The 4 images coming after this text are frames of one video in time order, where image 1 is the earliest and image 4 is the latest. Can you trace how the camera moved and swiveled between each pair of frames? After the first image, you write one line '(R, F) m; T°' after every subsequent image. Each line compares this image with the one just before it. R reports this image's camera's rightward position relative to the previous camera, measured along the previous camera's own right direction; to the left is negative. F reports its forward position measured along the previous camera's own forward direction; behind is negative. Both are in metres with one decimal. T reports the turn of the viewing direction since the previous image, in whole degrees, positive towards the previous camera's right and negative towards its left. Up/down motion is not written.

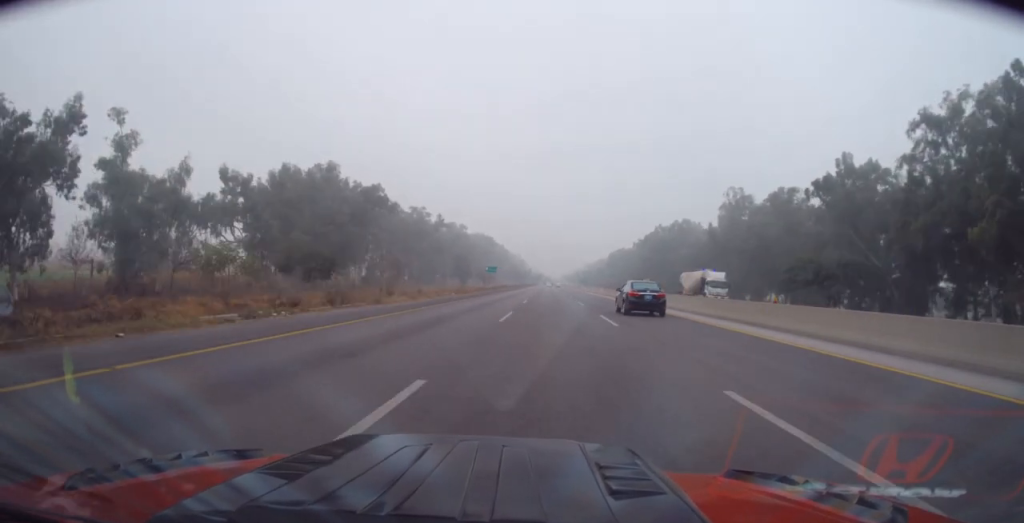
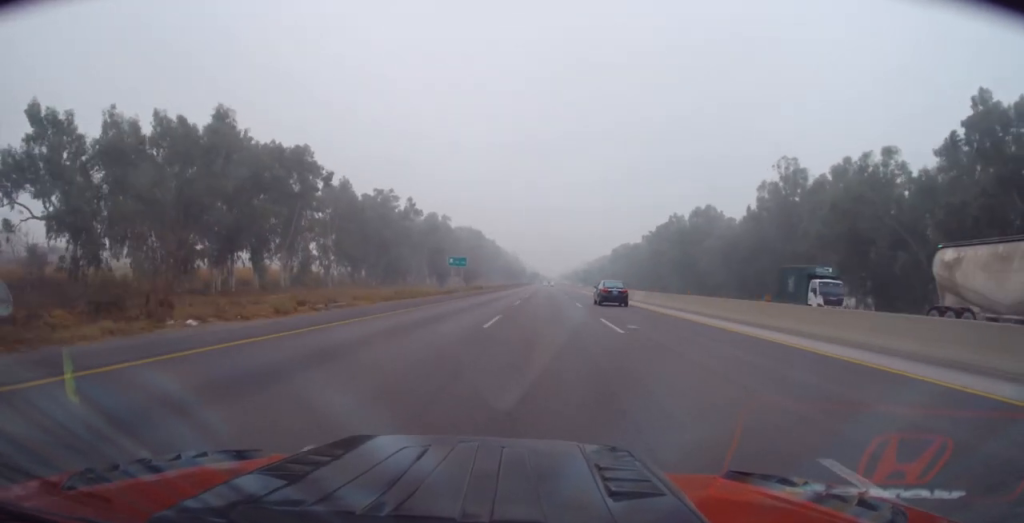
(-0.1, +39.1) m; -1°
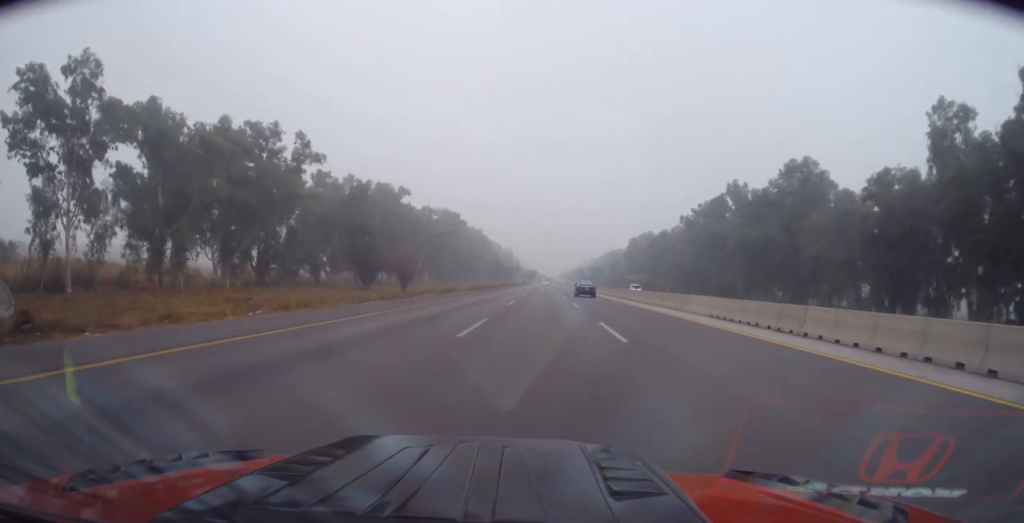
(+0.6, +75.6) m; +1°
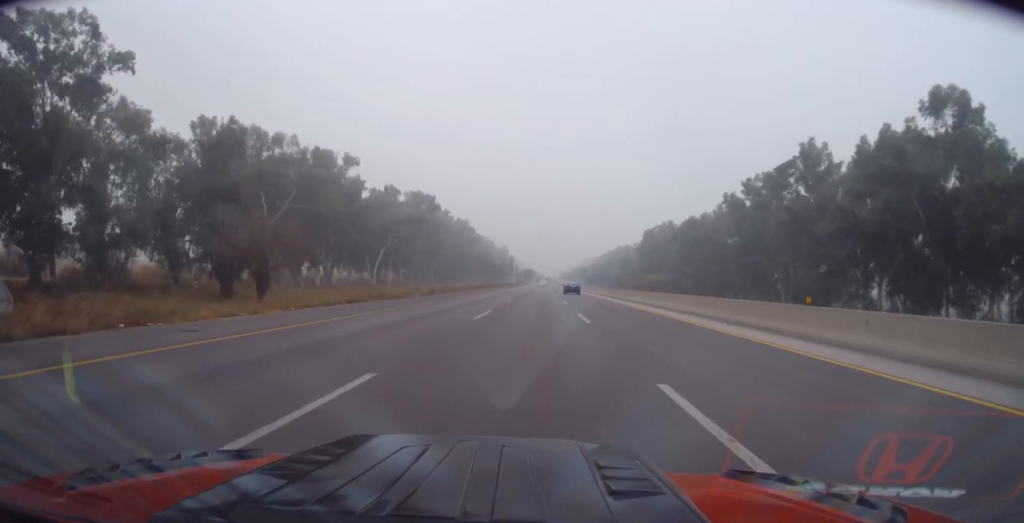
(-0.6, +47.8) m; -1°
